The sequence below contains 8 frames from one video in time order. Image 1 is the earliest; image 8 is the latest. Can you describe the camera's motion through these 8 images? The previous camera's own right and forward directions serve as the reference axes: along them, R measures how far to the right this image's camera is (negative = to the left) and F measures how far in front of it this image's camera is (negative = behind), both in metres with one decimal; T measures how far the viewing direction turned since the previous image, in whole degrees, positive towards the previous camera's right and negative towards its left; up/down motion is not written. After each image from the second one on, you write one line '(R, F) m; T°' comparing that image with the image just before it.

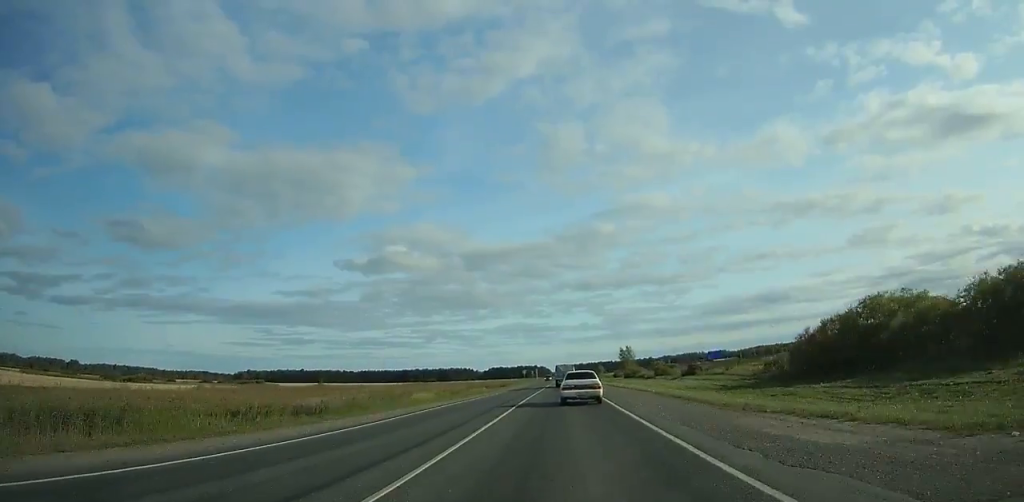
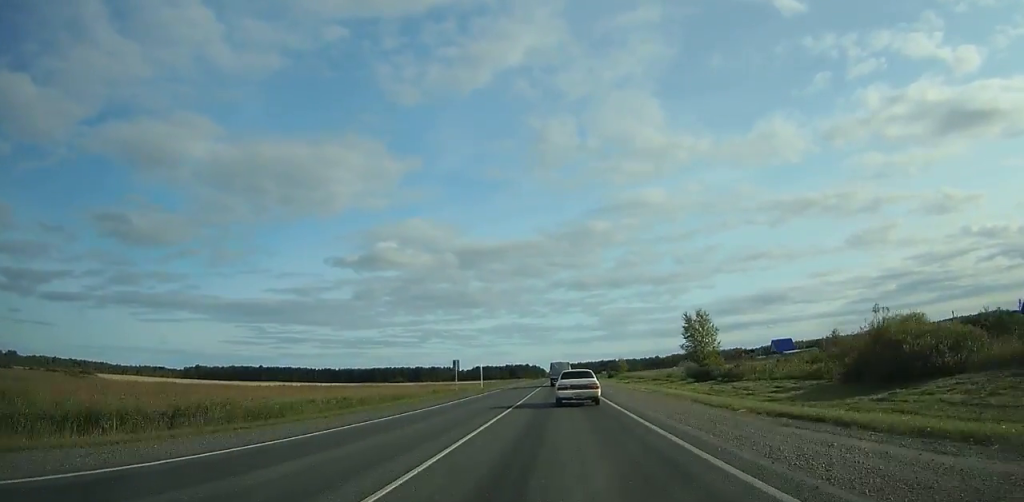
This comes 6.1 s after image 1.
(+0.7, +142.0) m; 0°
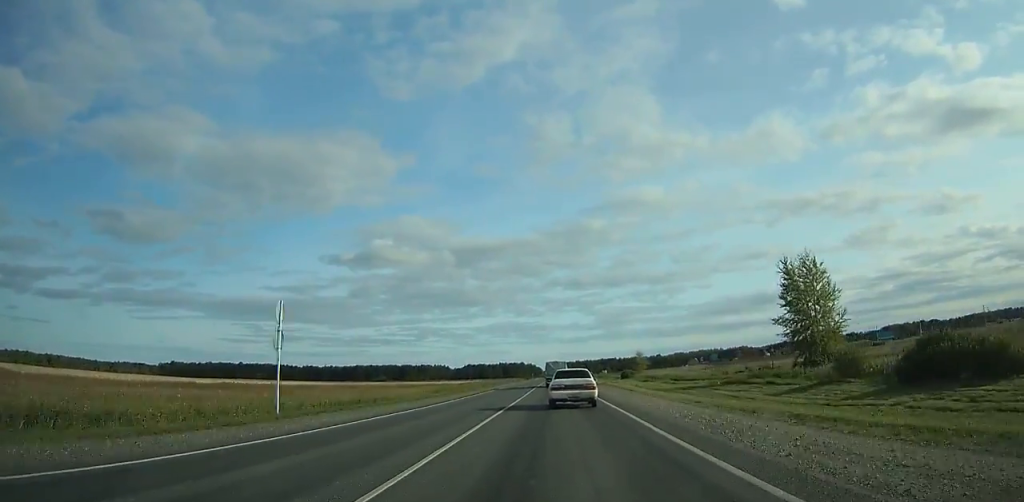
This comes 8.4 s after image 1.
(0.0, +54.1) m; 0°
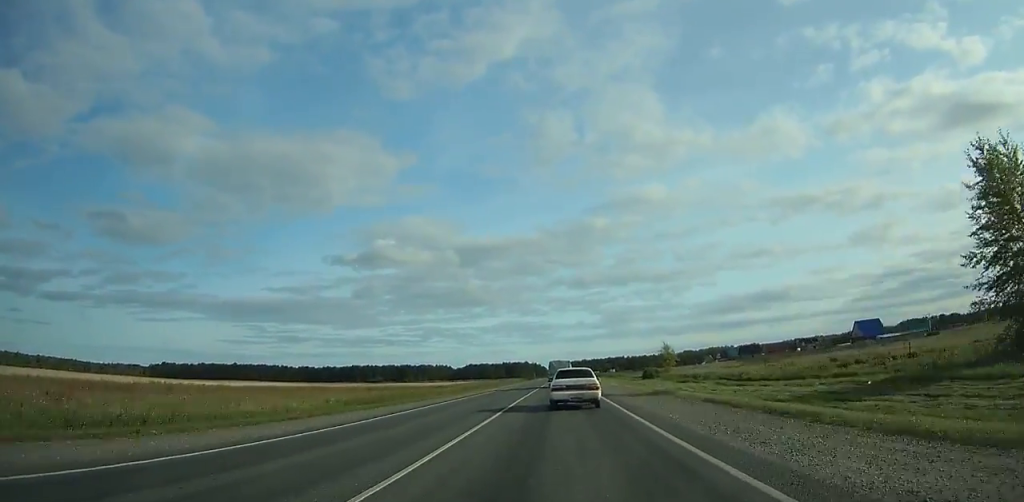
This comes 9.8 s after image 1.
(0.0, +33.0) m; 0°
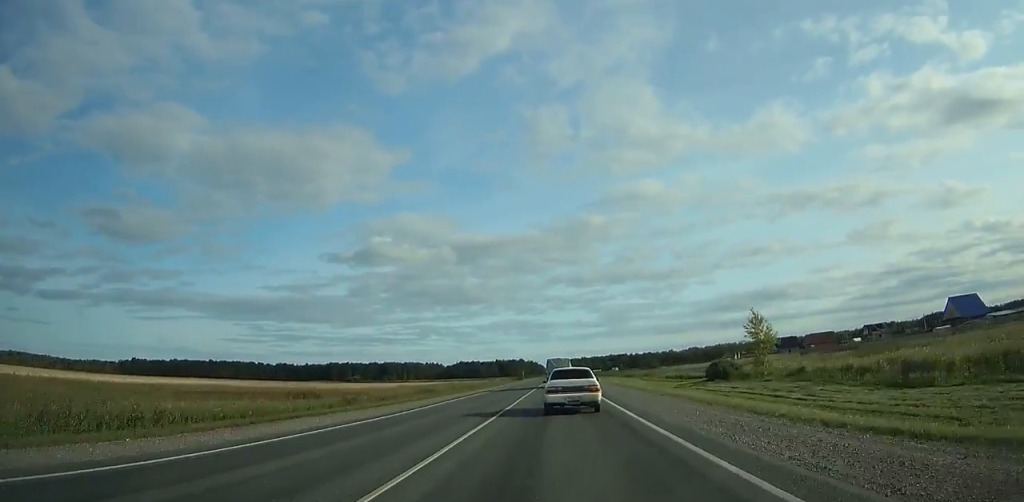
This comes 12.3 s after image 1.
(0.0, +58.9) m; 0°
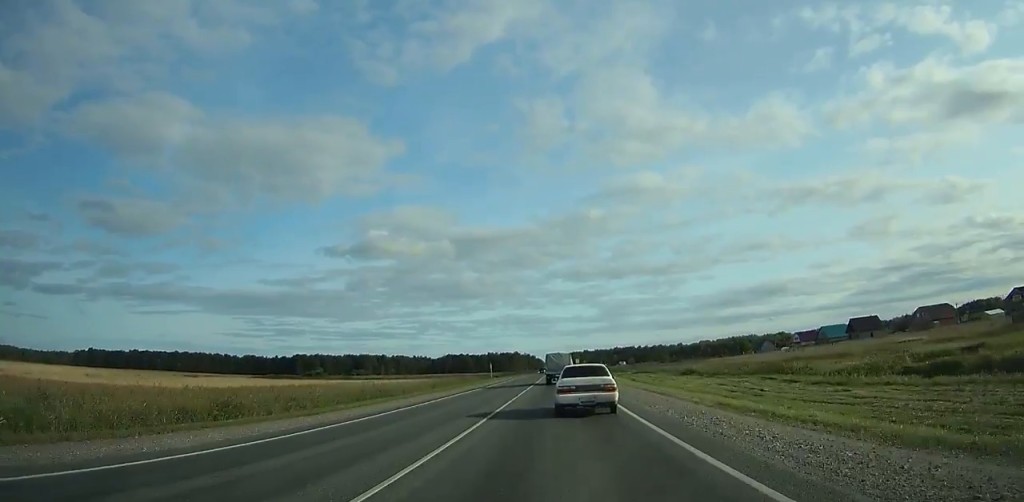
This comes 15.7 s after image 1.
(0.0, +79.5) m; 0°
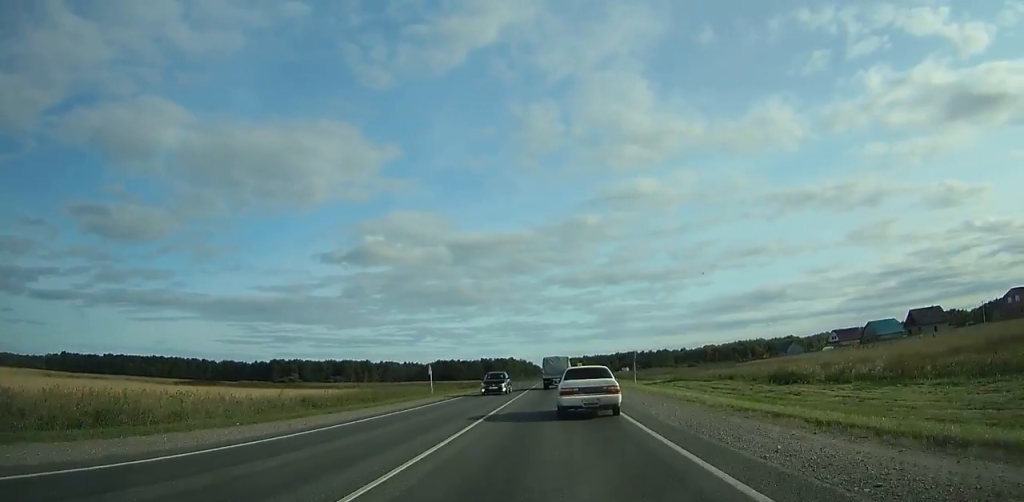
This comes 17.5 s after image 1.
(+0.1, +41.4) m; 0°
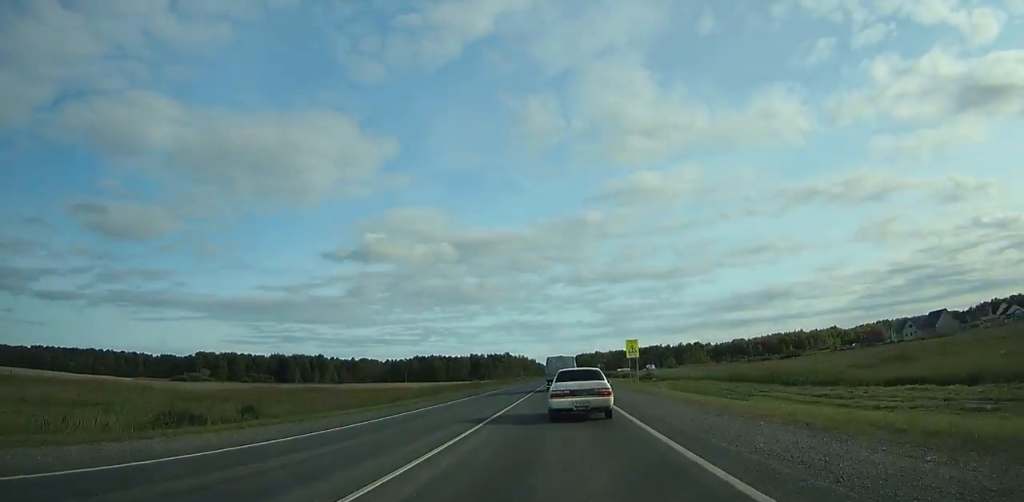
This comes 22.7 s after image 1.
(0.0, +118.4) m; 0°
